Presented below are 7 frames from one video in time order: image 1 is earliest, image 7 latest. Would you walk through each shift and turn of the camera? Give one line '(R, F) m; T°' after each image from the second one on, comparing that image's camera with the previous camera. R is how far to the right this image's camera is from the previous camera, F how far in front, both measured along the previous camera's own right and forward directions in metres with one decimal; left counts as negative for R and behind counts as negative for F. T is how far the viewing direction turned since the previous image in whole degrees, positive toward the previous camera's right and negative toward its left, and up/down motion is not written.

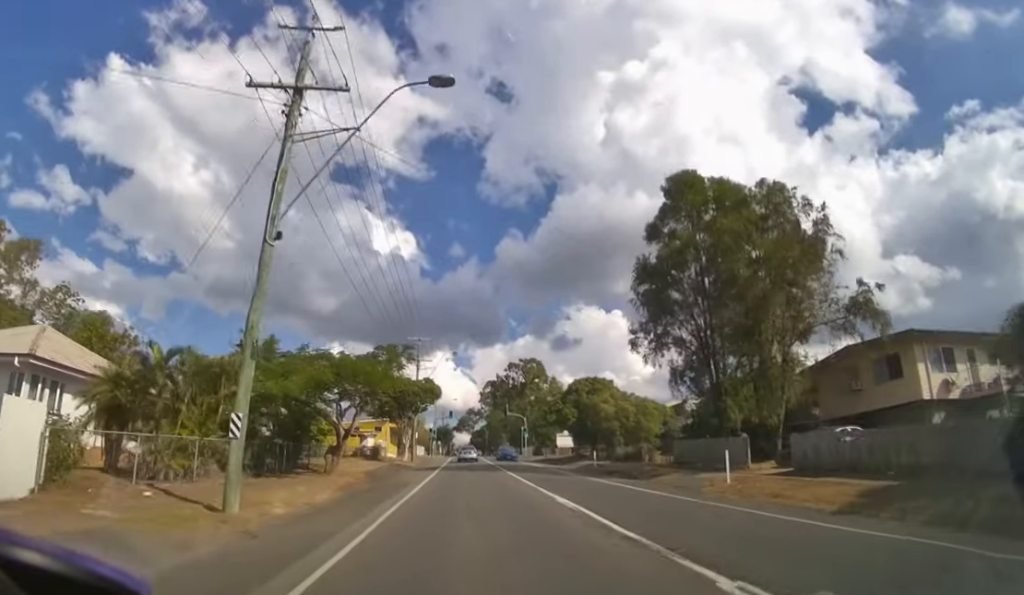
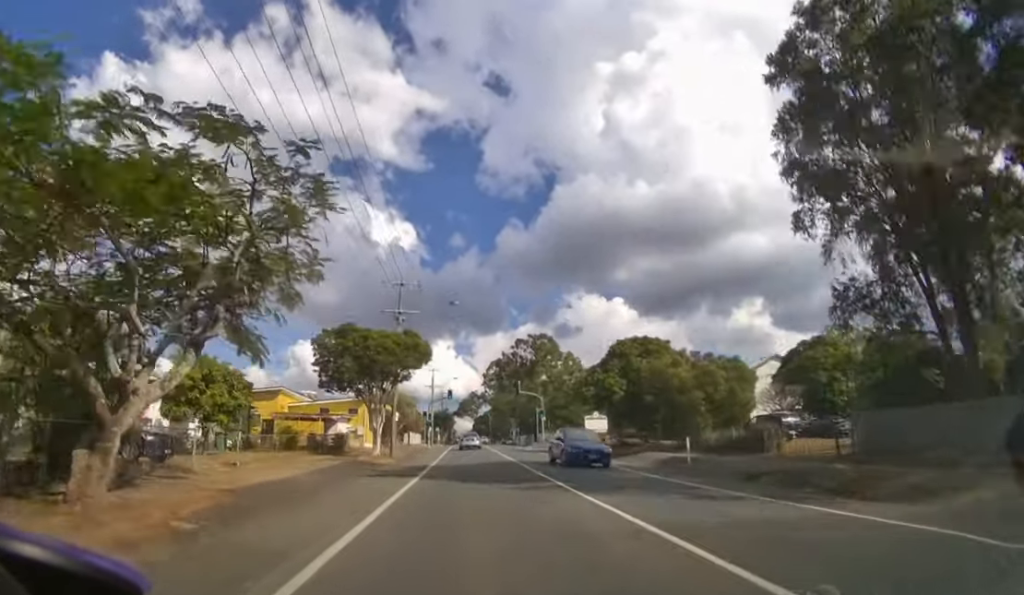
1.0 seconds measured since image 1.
(-0.1, +12.9) m; 0°
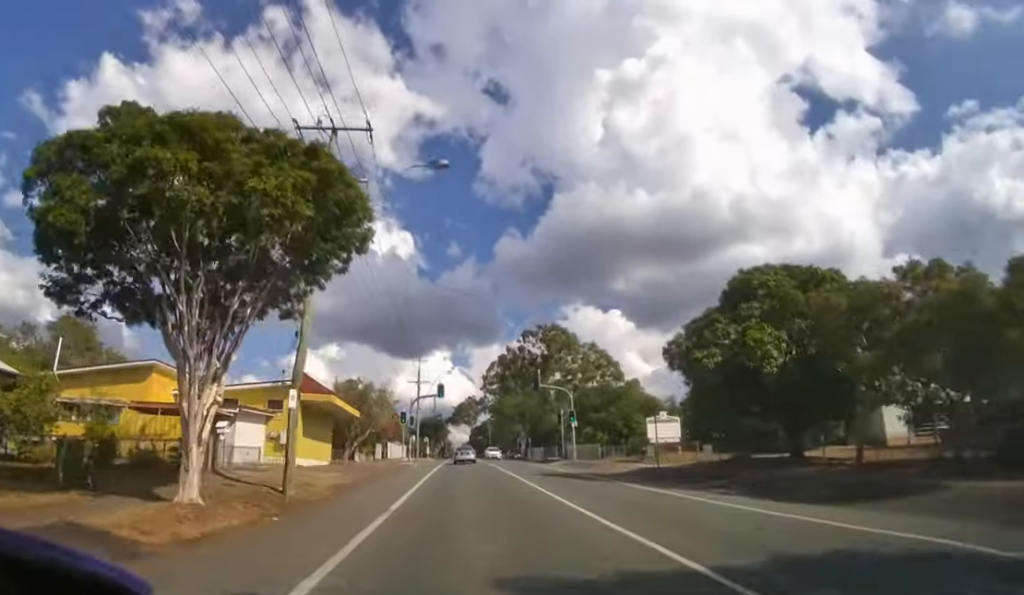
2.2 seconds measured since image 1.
(+0.1, +16.9) m; 0°
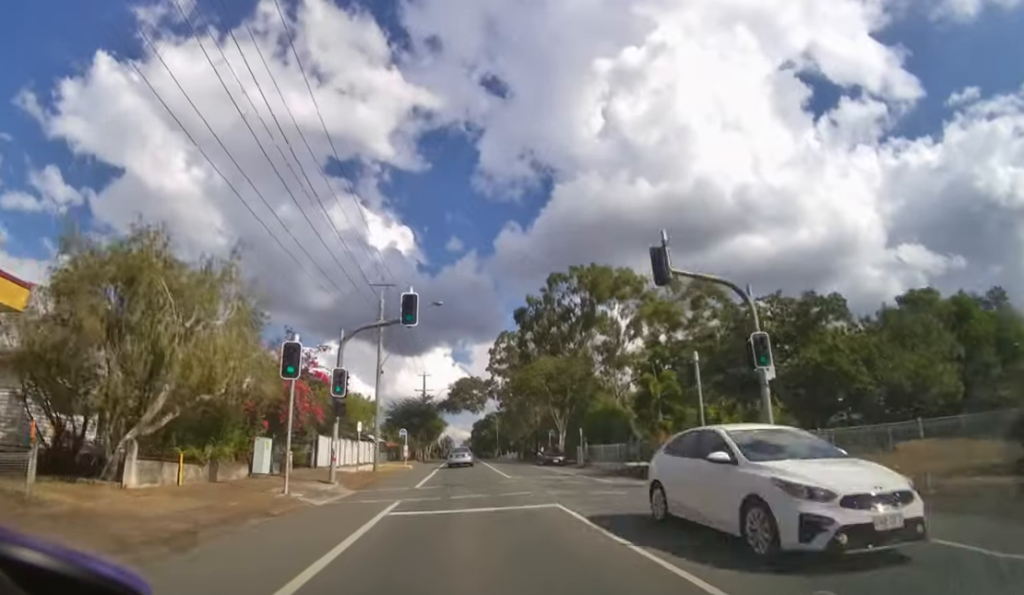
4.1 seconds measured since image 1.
(0.0, +30.6) m; 0°
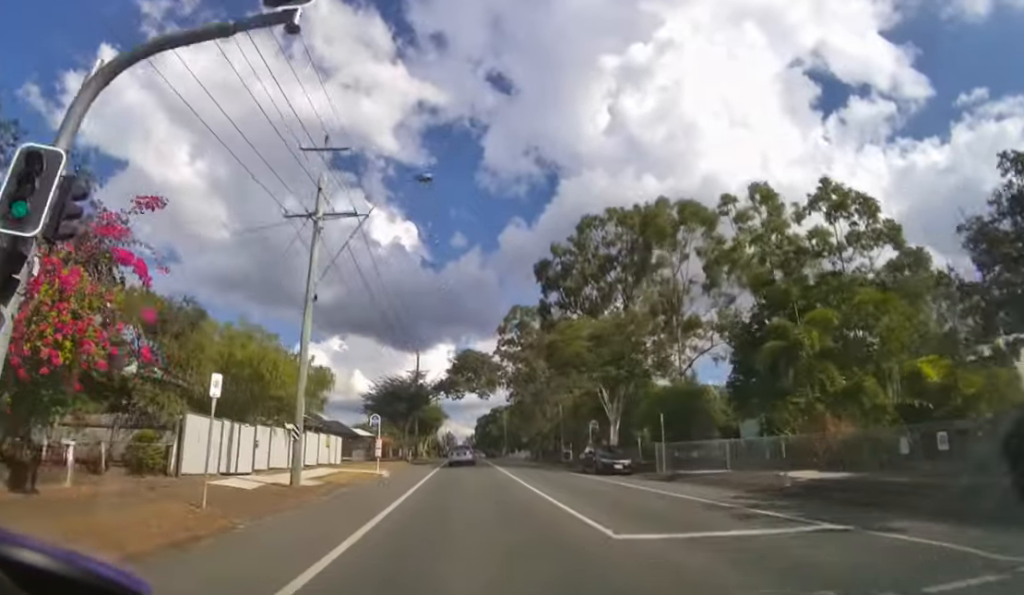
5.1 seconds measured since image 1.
(-0.1, +15.9) m; 0°
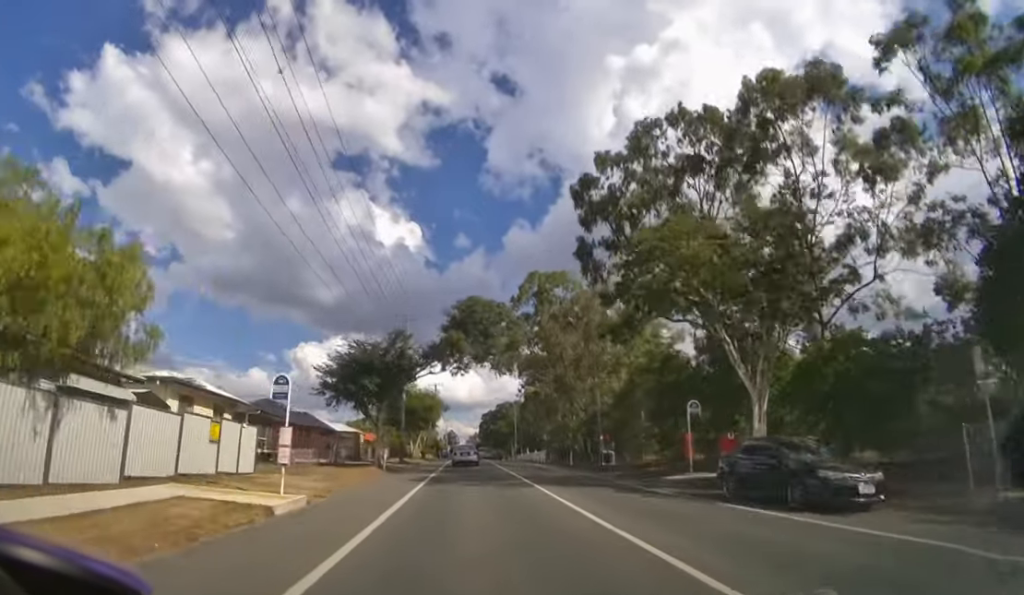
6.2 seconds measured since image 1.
(0.0, +15.4) m; 0°
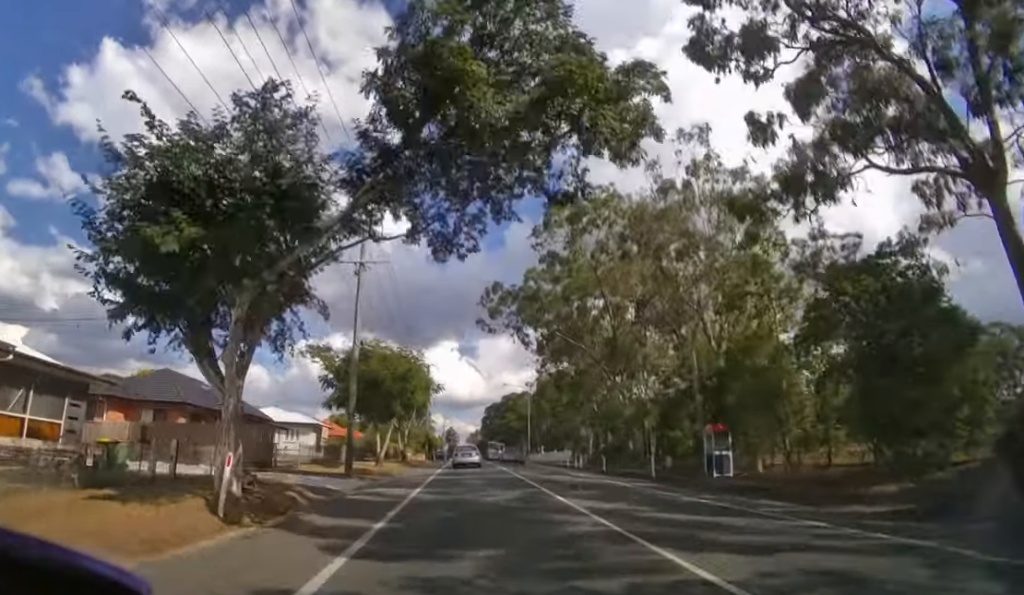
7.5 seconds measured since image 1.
(-0.1, +18.7) m; 0°
